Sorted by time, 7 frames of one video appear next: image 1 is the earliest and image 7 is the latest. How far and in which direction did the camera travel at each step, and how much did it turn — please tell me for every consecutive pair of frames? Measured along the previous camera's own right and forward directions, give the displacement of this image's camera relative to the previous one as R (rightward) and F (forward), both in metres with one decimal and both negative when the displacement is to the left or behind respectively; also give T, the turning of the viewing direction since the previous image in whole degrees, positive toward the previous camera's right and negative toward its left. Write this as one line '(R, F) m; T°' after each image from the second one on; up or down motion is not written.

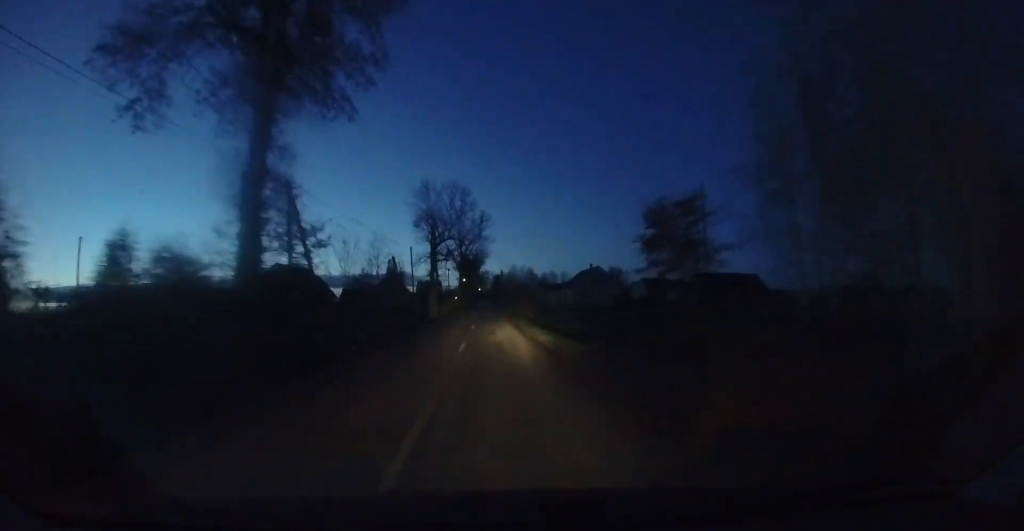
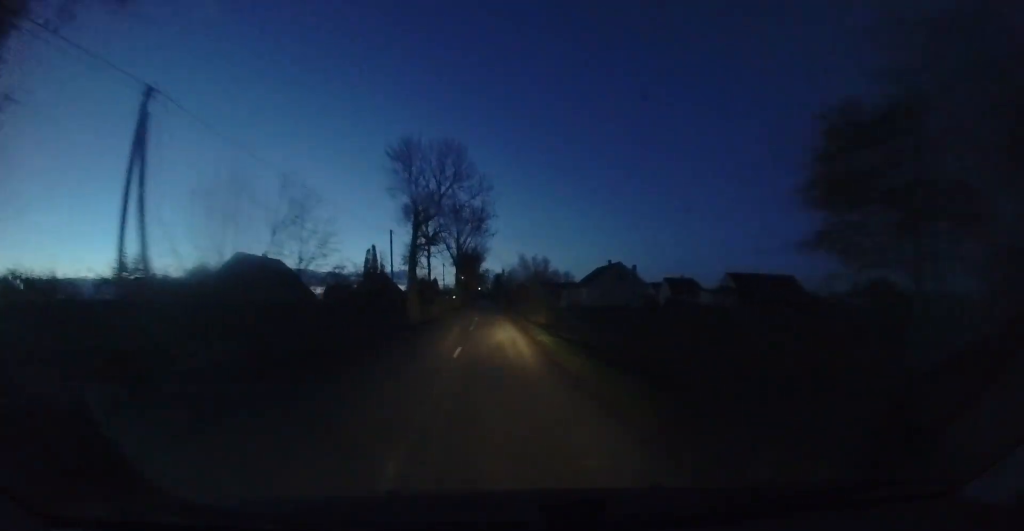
(0.0, +9.2) m; -1°
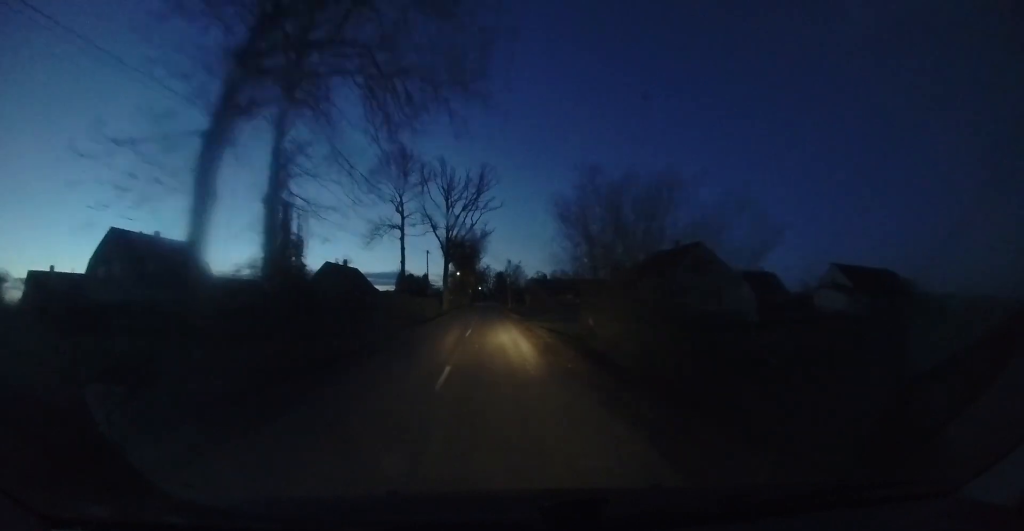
(-0.3, +19.1) m; 0°
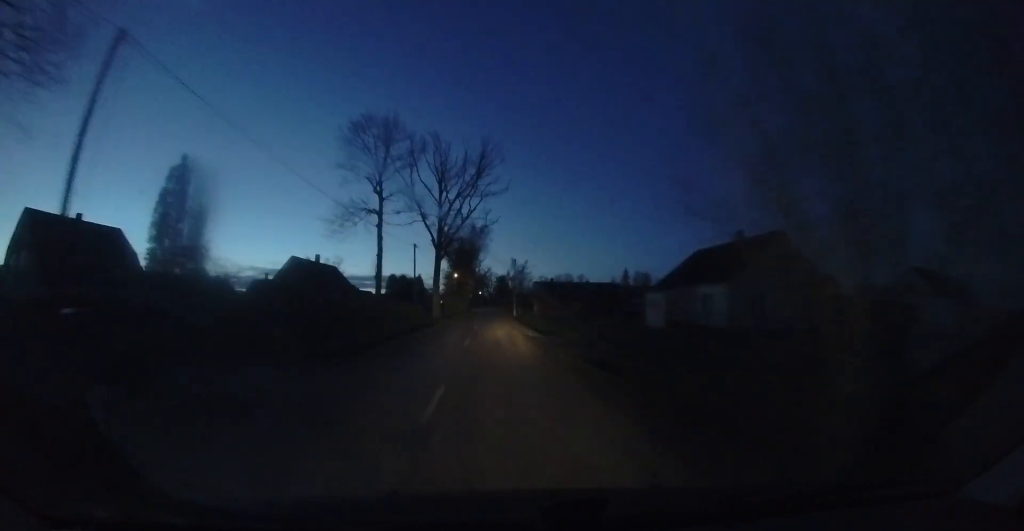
(+0.2, +9.4) m; 0°
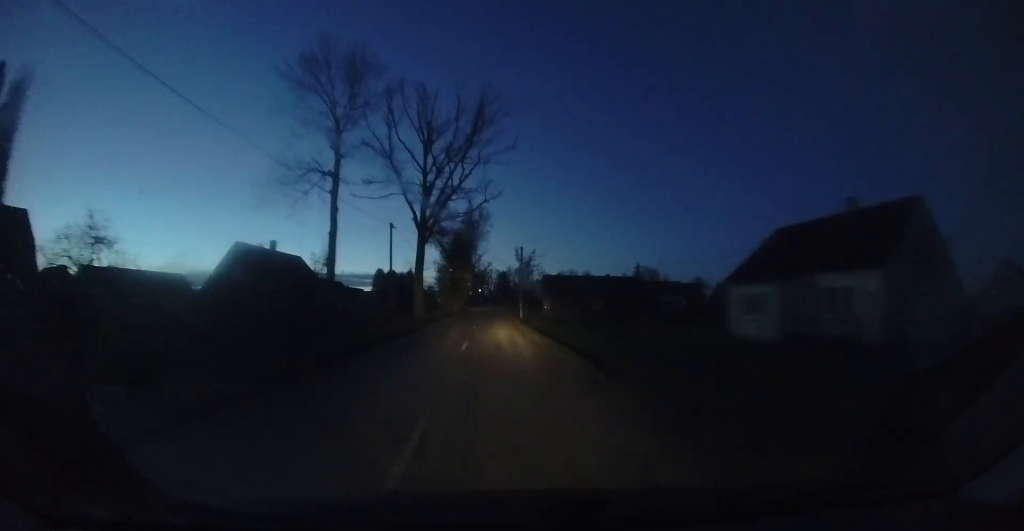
(0.0, +9.8) m; 0°
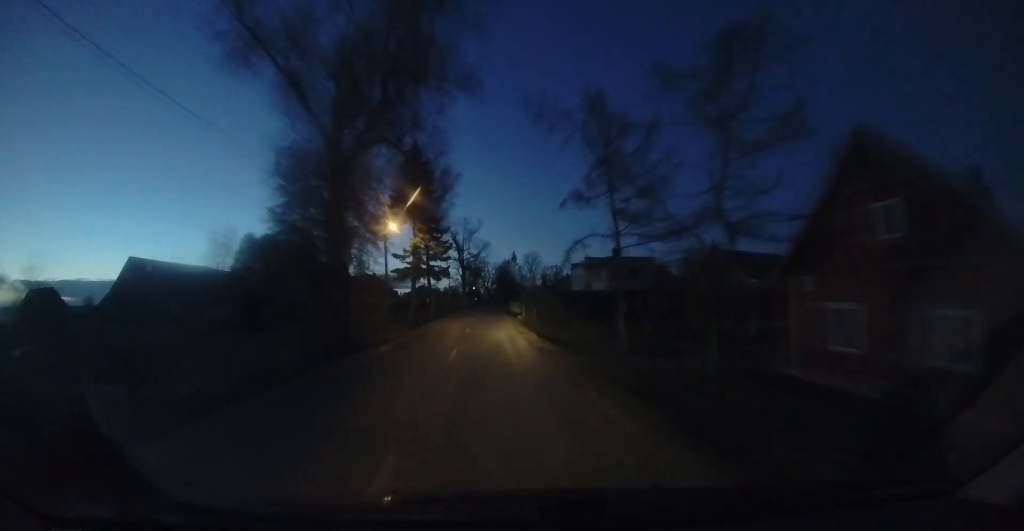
(+0.5, +42.1) m; +1°
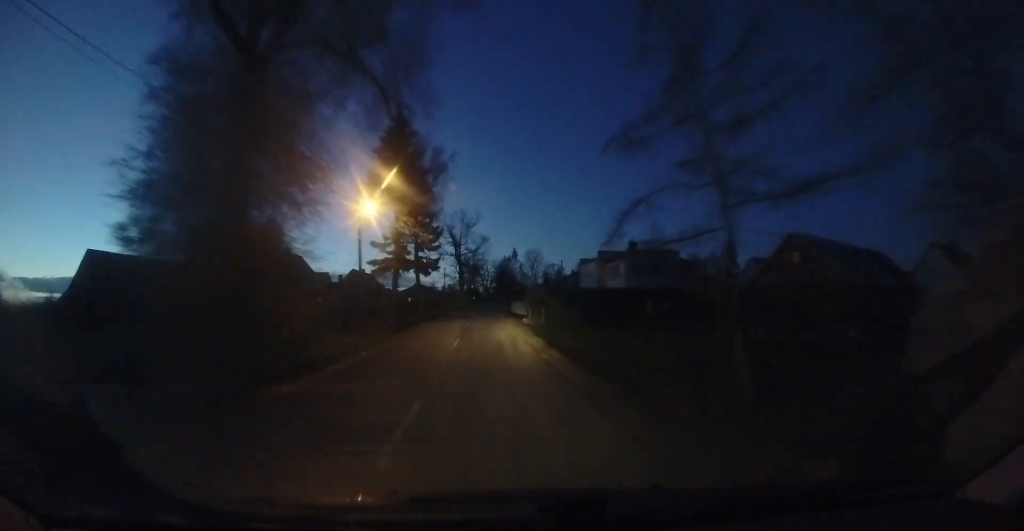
(0.0, +5.8) m; 0°
